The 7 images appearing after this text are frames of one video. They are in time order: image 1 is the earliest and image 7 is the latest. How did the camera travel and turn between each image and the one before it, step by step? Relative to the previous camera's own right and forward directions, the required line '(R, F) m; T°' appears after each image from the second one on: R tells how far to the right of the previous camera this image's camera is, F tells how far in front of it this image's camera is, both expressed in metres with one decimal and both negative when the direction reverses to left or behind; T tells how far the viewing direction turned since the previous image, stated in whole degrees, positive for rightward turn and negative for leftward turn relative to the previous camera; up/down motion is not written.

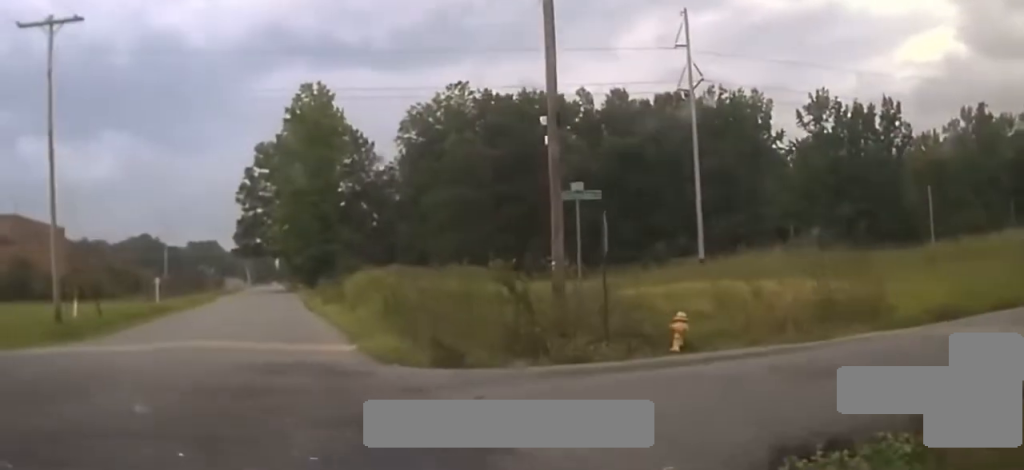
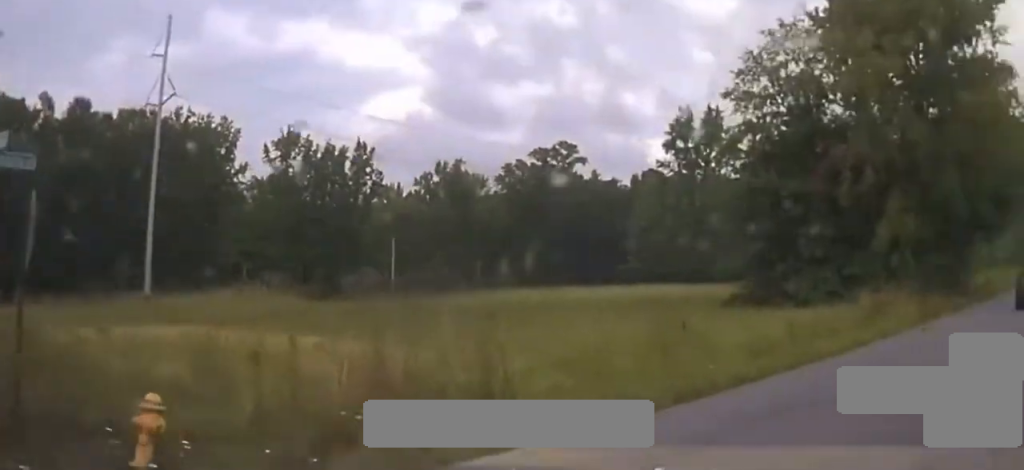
(+1.8, +8.4) m; +41°
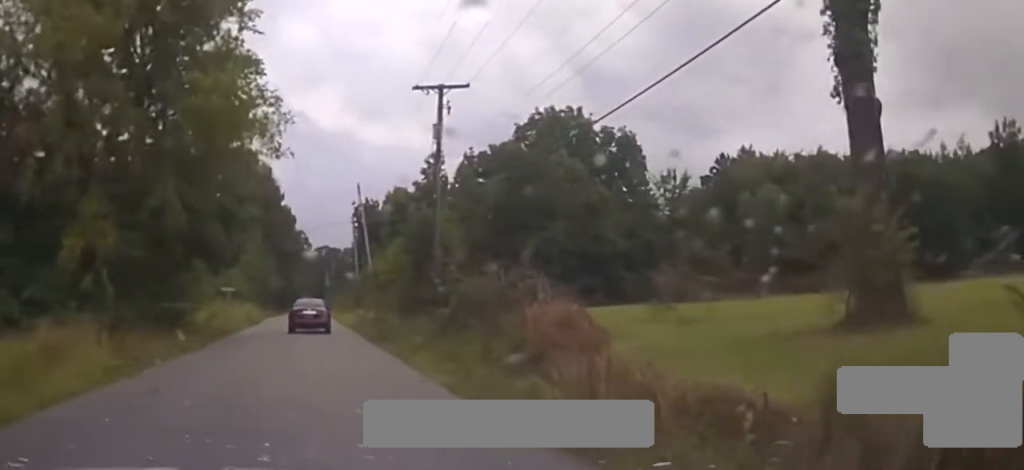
(+5.7, +9.3) m; +40°
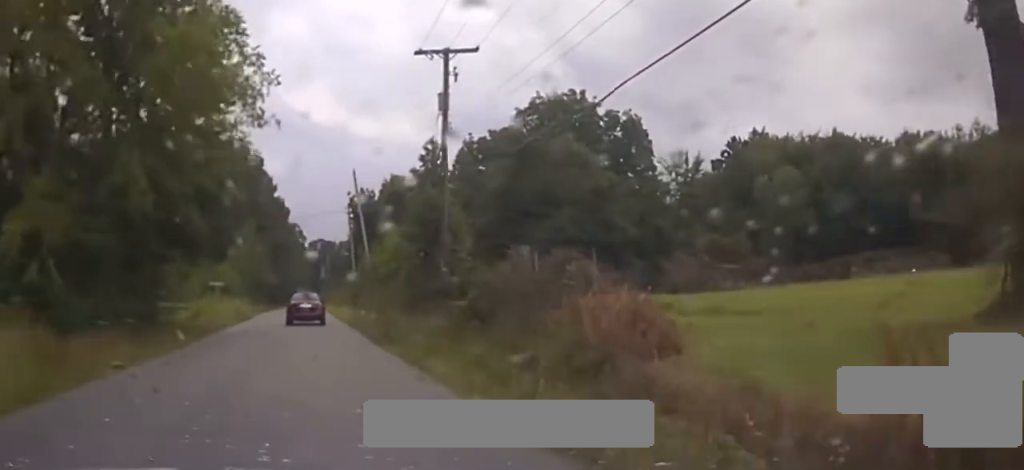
(+0.2, +4.6) m; +1°
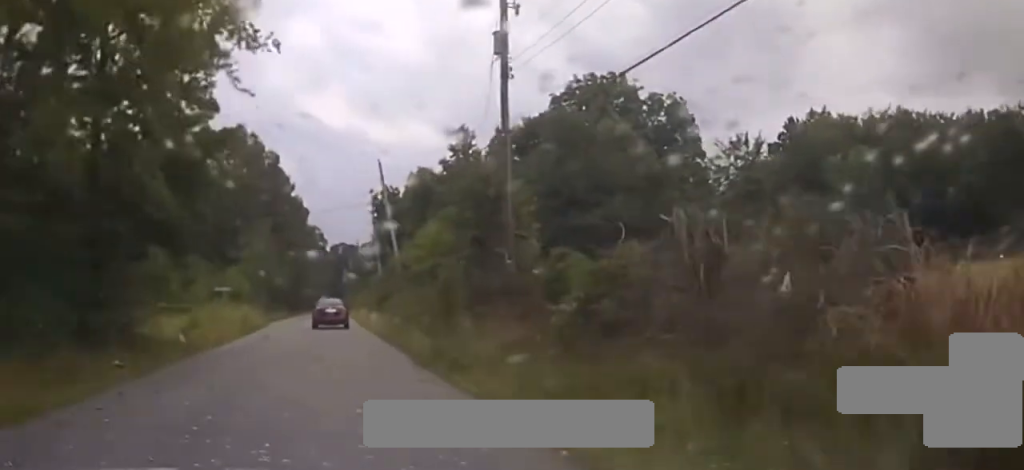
(+0.1, +7.3) m; -1°
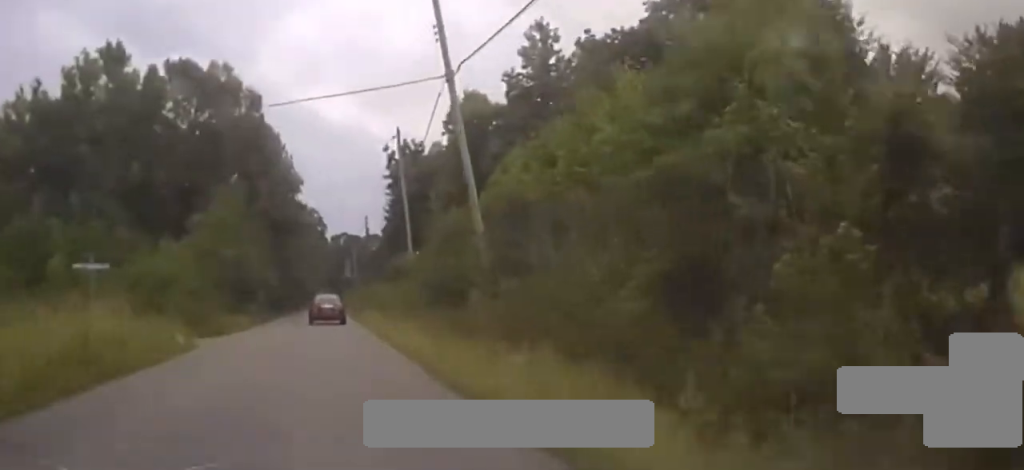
(-1.0, +25.1) m; -3°
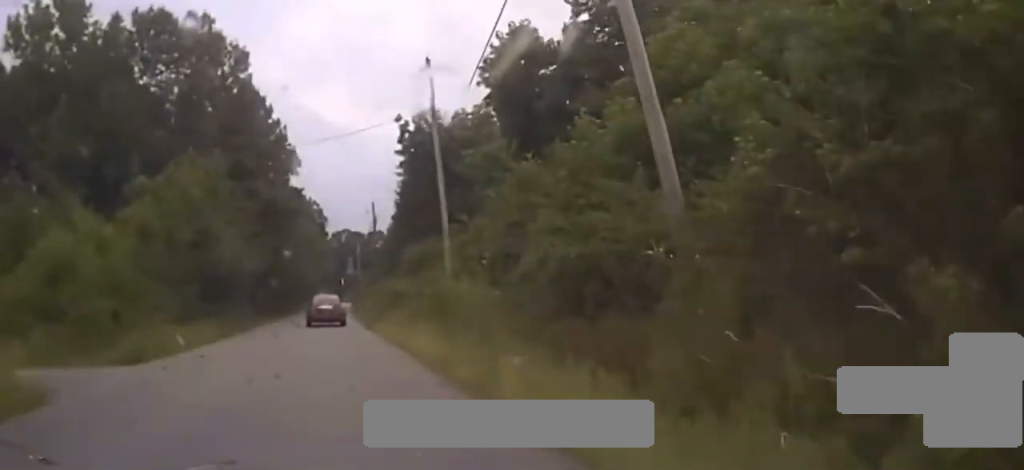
(0.0, +13.7) m; 0°
